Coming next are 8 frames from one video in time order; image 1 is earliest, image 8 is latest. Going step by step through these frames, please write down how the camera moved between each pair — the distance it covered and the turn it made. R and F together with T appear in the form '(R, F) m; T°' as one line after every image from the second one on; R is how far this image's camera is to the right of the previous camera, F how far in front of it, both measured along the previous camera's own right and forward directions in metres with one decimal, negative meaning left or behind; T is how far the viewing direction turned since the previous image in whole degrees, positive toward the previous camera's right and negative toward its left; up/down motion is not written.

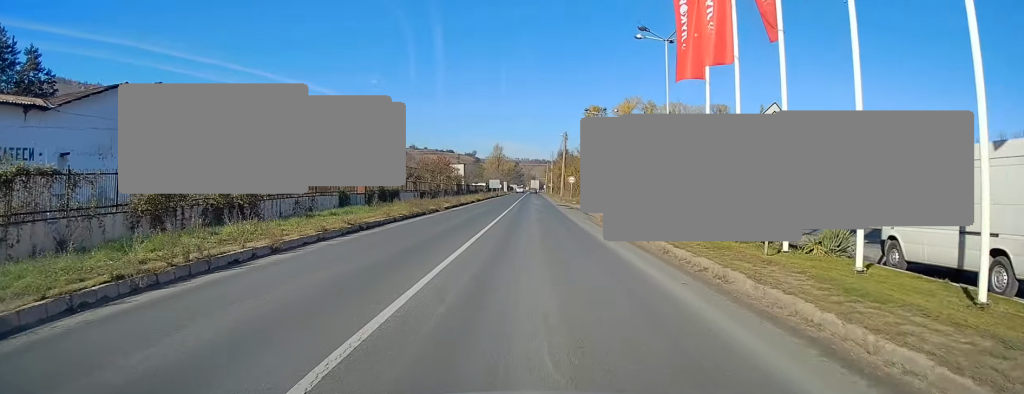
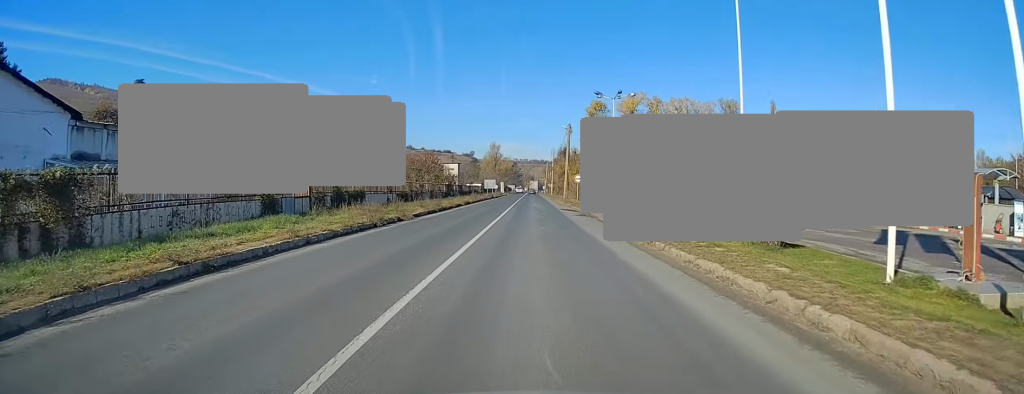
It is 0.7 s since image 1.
(0.0, +10.1) m; 0°
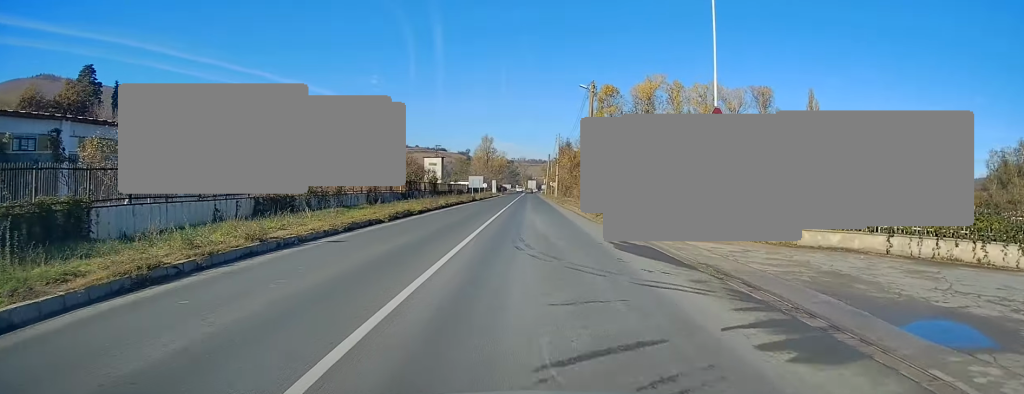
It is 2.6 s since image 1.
(-0.1, +26.3) m; 0°
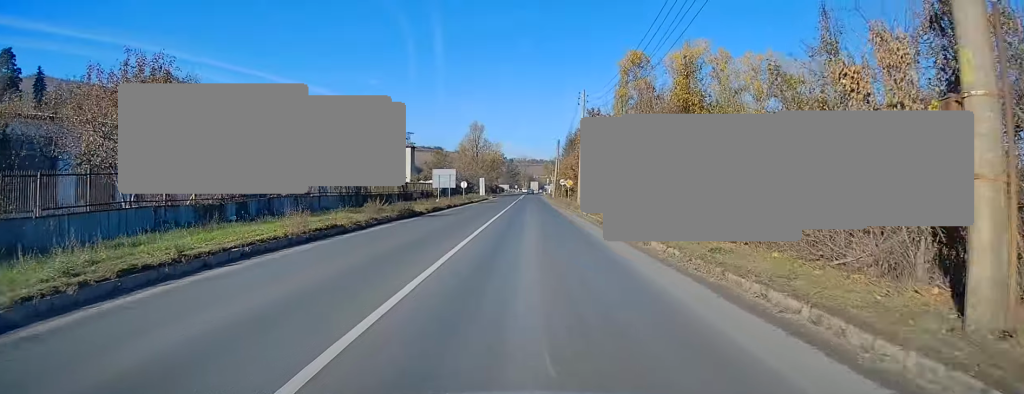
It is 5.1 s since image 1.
(-0.2, +35.4) m; 0°
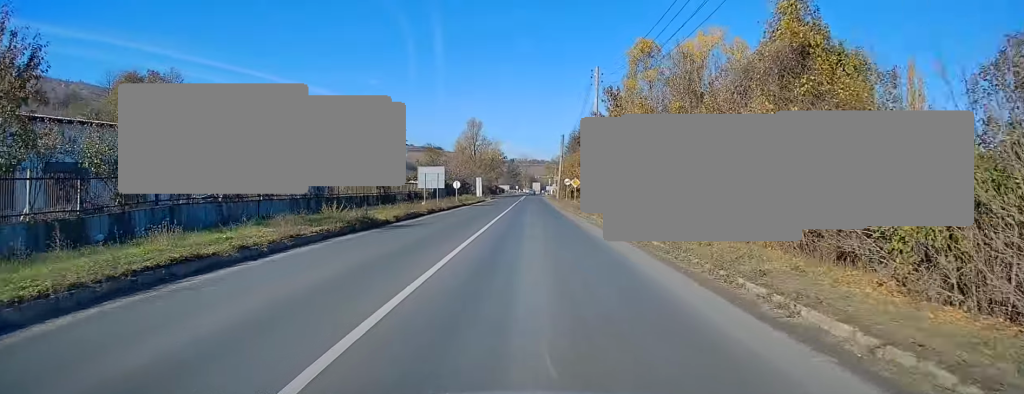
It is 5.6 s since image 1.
(0.0, +8.2) m; 0°
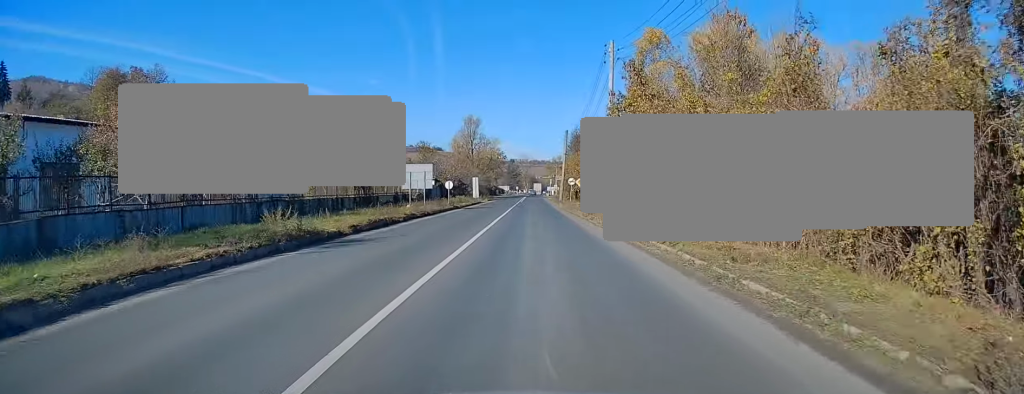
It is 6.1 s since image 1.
(-0.1, +6.3) m; +1°
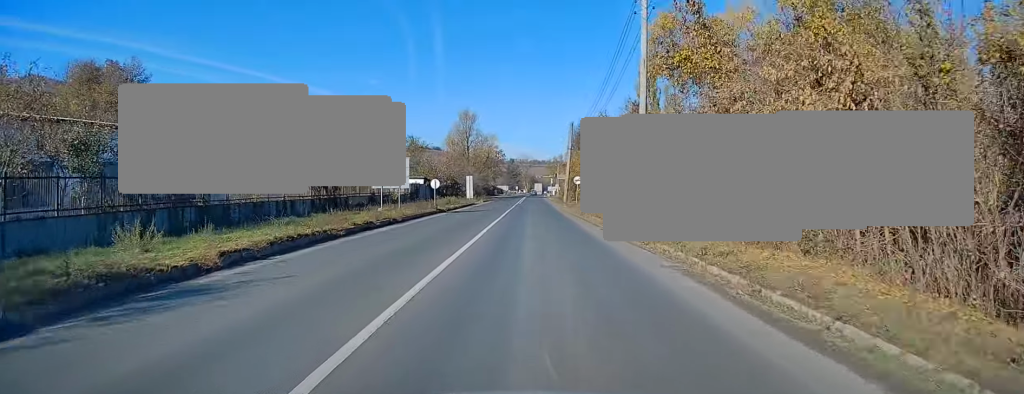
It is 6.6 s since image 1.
(0.0, +8.3) m; +1°
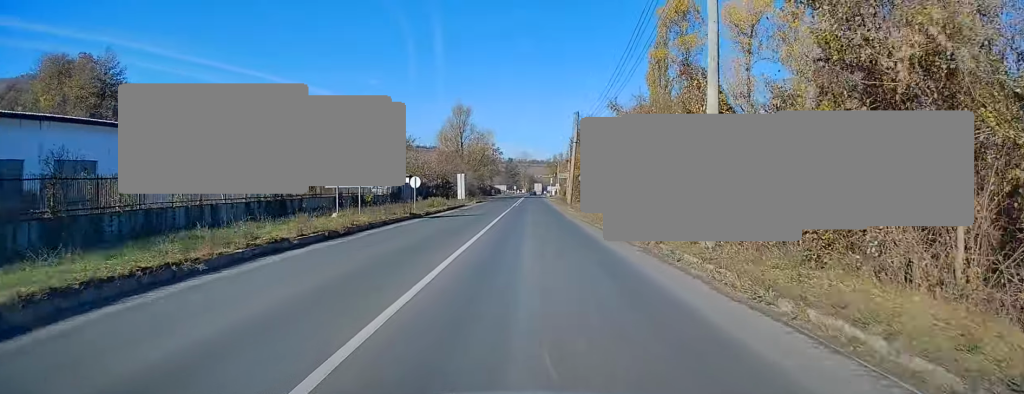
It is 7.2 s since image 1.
(+0.2, +8.0) m; 0°
